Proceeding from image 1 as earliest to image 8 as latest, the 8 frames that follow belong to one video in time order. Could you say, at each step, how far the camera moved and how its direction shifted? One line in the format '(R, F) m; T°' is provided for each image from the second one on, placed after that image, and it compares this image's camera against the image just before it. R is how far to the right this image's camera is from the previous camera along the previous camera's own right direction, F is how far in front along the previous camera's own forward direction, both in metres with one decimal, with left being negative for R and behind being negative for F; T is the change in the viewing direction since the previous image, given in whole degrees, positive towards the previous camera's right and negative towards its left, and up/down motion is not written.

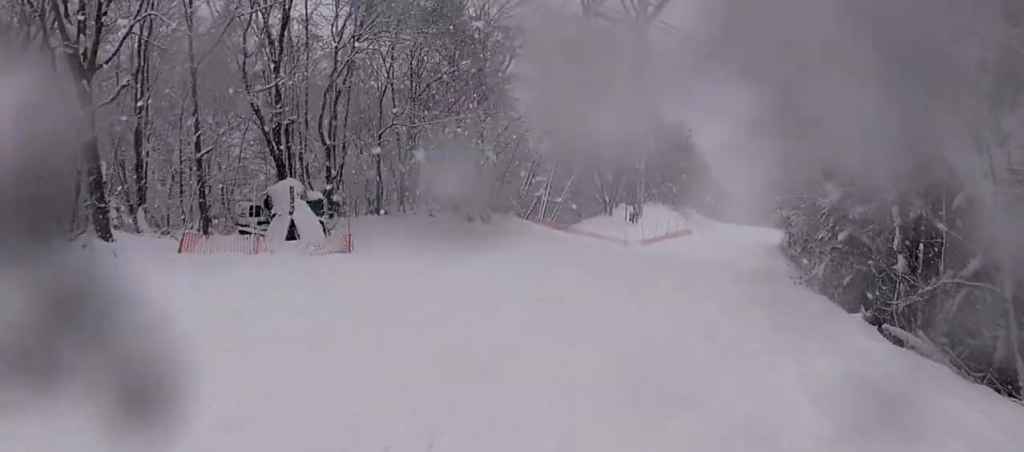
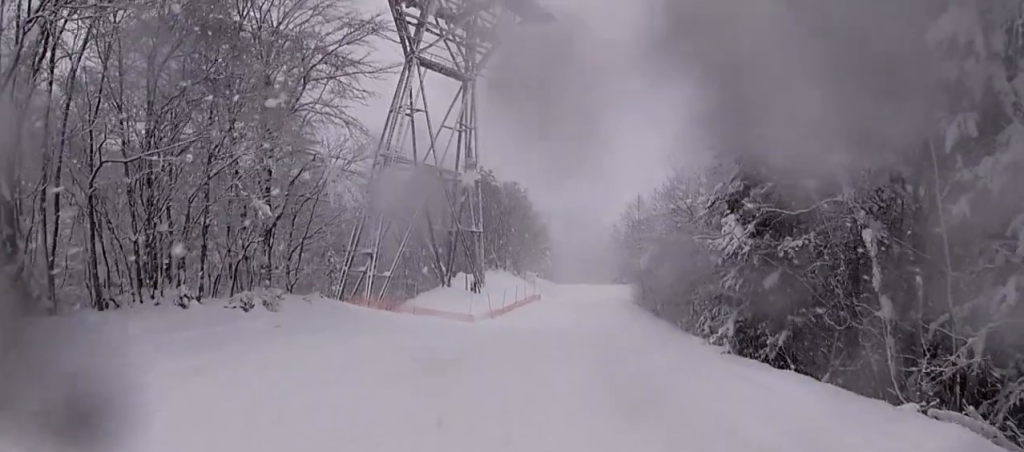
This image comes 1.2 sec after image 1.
(-0.3, +7.8) m; +7°
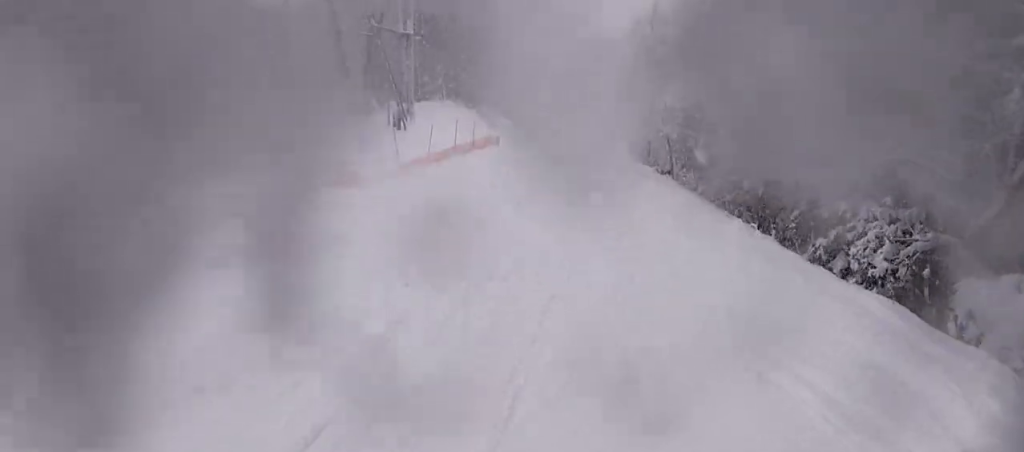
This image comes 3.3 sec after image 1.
(+0.1, +16.0) m; +3°
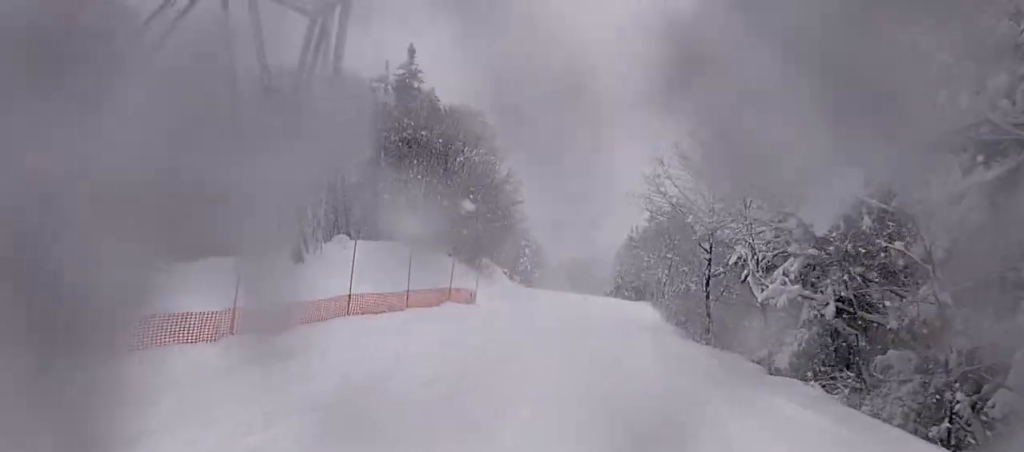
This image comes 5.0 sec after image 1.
(+1.2, +14.4) m; +5°
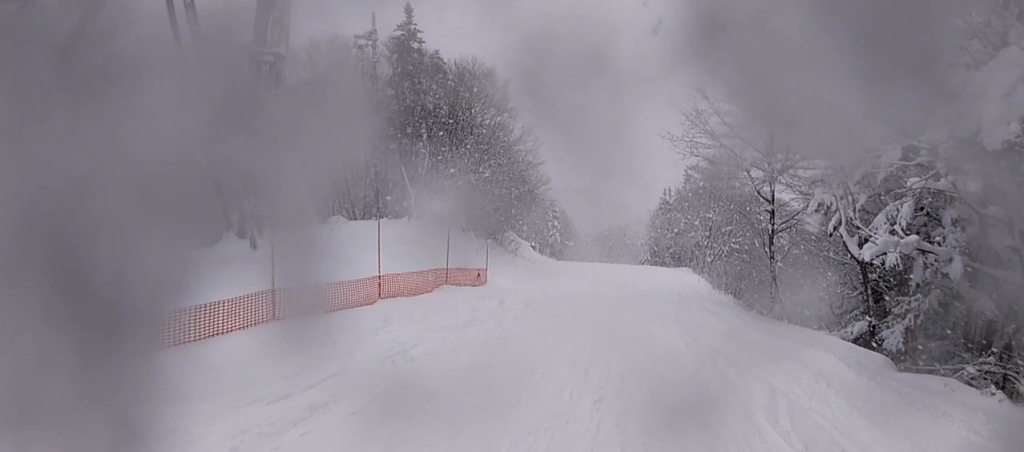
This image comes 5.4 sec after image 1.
(+0.3, +4.2) m; -2°
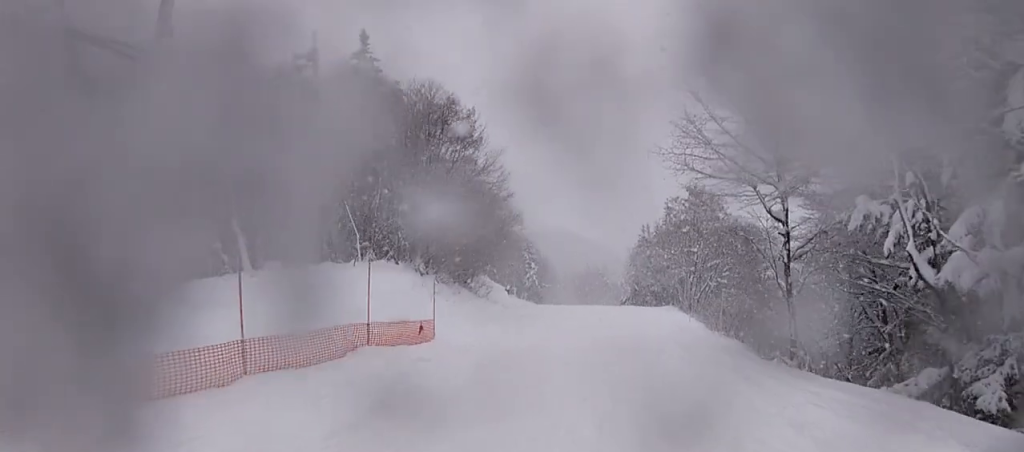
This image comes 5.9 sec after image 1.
(+0.4, +3.9) m; -2°
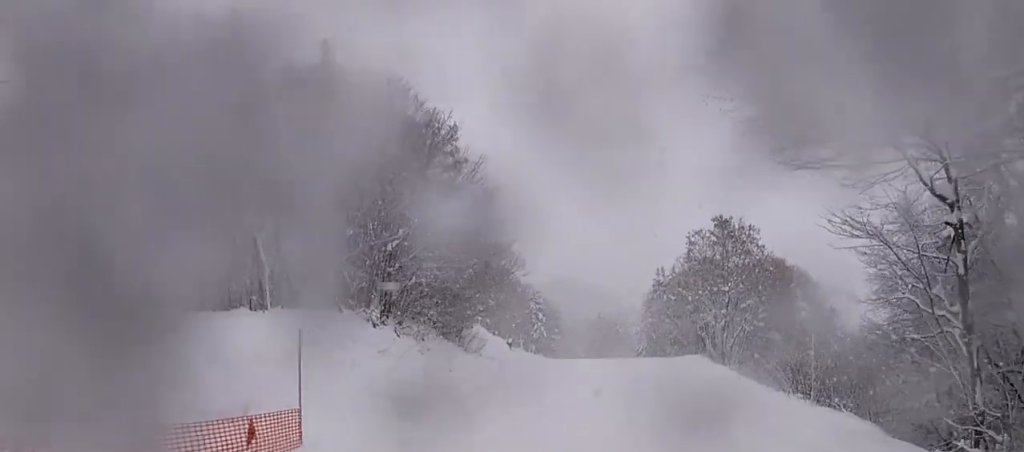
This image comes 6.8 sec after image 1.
(-0.9, +7.7) m; +3°
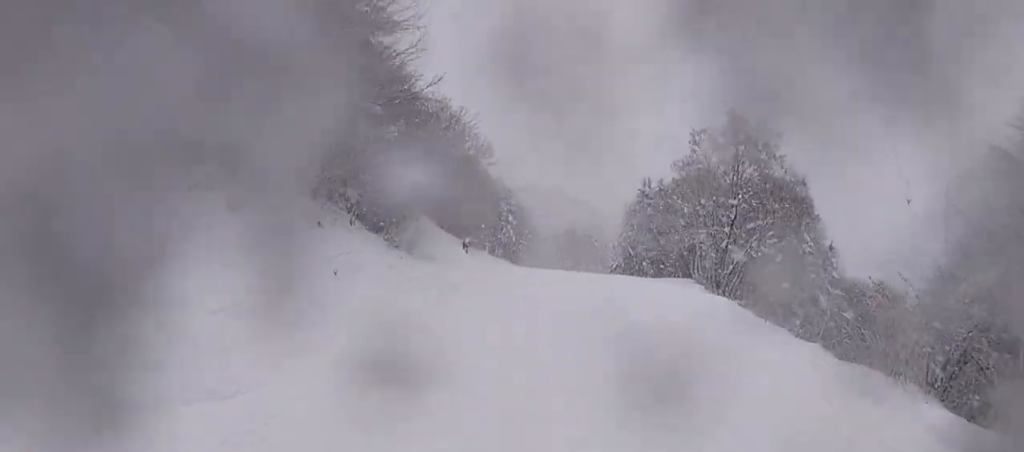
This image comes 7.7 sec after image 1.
(+1.2, +8.6) m; +1°
